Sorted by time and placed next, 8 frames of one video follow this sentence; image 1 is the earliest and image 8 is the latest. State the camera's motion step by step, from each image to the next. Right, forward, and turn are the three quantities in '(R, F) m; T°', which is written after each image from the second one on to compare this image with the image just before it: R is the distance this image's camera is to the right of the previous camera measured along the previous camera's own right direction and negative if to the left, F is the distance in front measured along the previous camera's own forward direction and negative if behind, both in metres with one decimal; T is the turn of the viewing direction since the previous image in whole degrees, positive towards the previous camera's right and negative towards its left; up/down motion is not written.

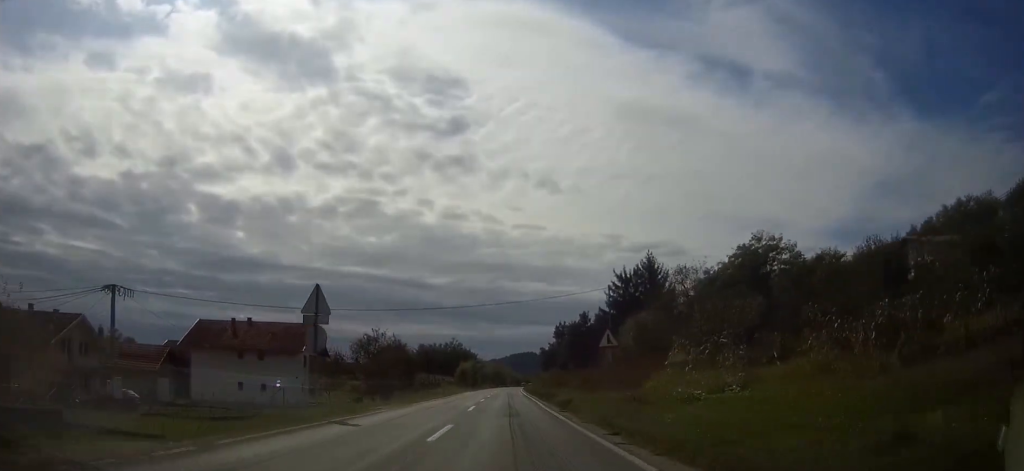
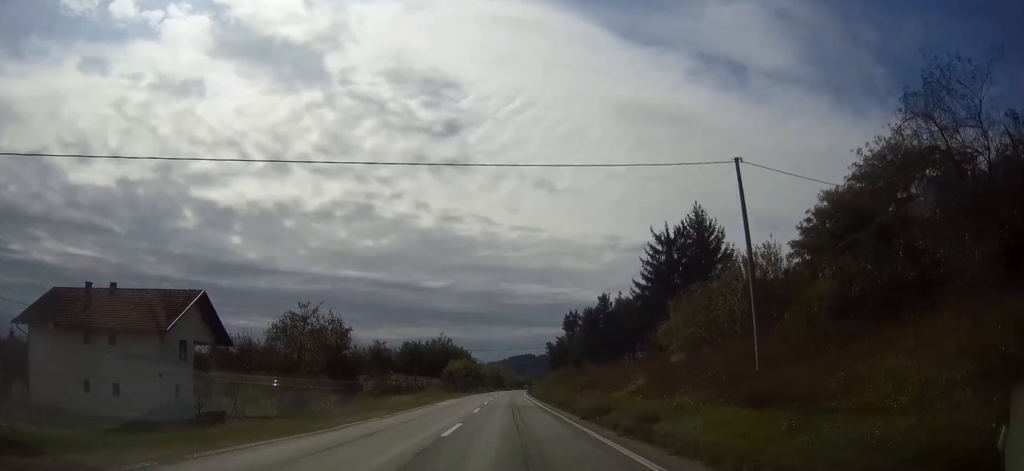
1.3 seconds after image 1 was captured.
(0.0, +27.5) m; 0°
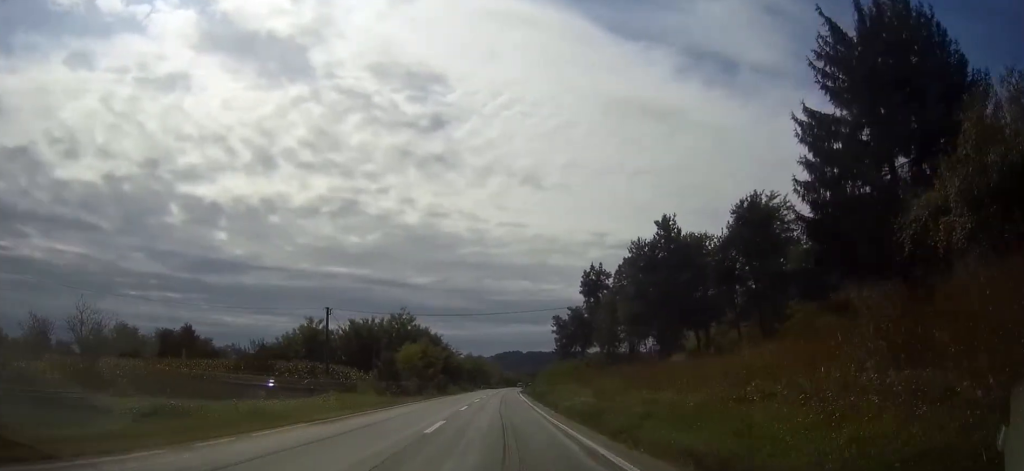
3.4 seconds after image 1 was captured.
(+0.3, +45.4) m; +1°
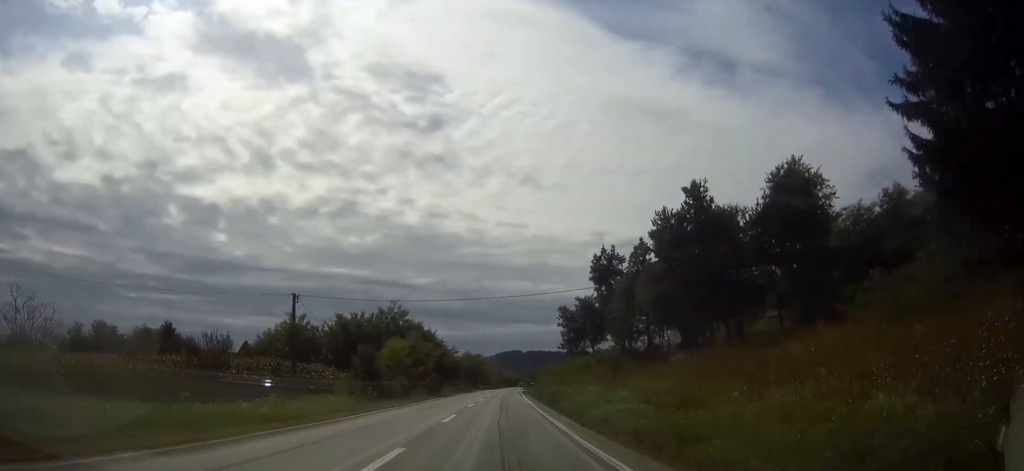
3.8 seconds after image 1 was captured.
(0.0, +9.4) m; 0°
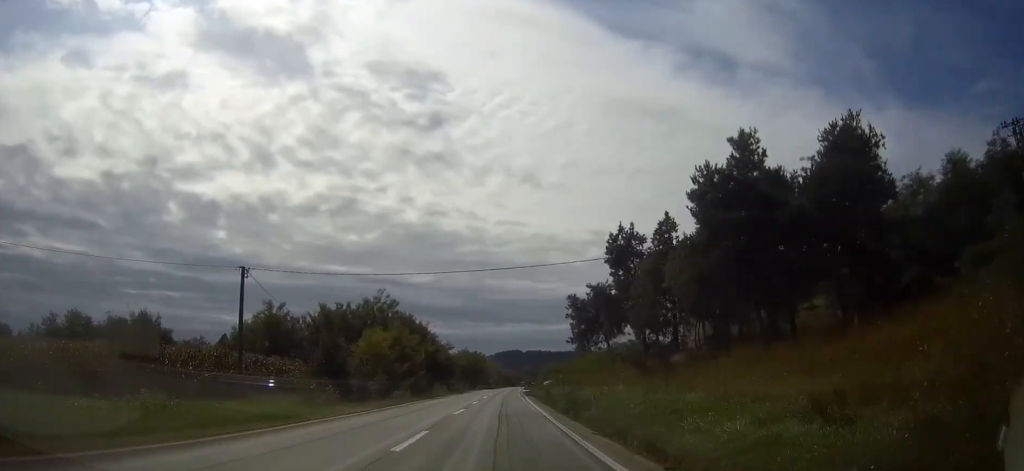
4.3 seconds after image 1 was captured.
(0.0, +10.1) m; 0°
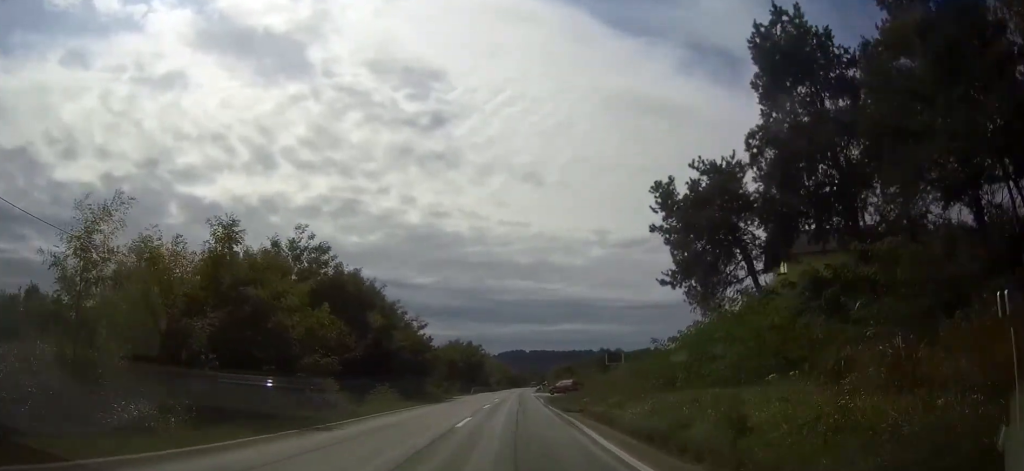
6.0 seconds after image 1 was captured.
(+0.1, +36.6) m; 0°
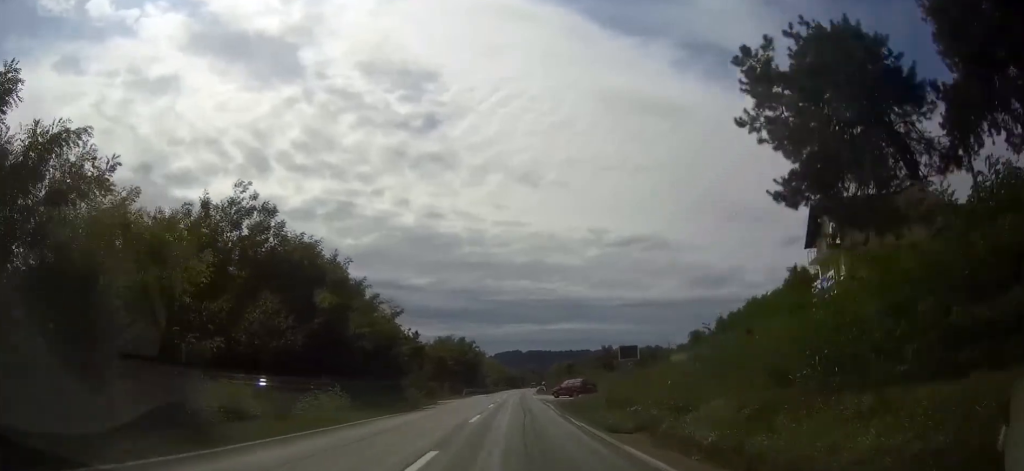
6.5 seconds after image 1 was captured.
(0.0, +12.2) m; 0°
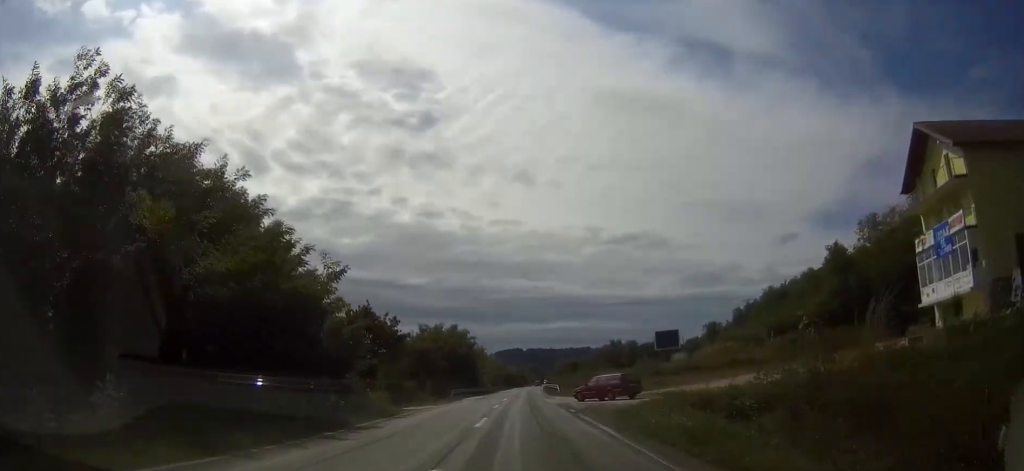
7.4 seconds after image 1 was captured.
(0.0, +17.8) m; +1°
